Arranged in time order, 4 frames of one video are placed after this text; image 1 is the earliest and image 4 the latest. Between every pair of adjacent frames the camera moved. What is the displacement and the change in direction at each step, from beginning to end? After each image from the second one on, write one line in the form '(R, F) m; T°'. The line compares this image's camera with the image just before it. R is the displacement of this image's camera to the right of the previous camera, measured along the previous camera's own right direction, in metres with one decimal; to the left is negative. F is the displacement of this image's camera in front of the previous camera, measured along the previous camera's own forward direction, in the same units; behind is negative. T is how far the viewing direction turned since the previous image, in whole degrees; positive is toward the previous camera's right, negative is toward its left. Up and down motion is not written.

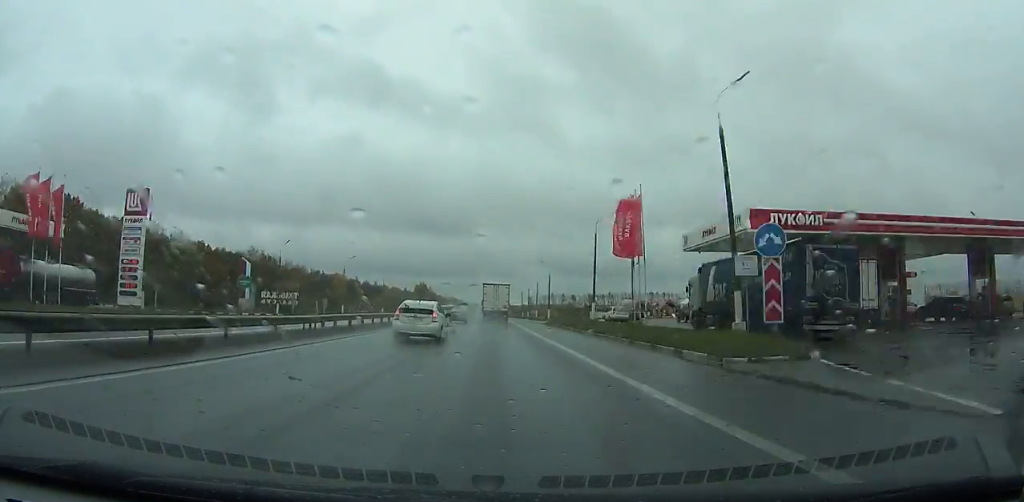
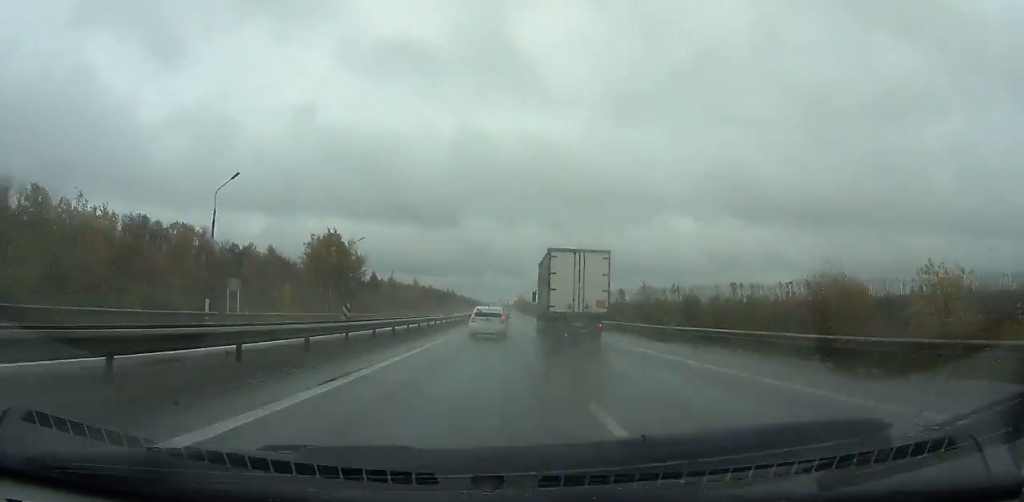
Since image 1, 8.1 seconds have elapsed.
(-3.1, +220.5) m; -1°
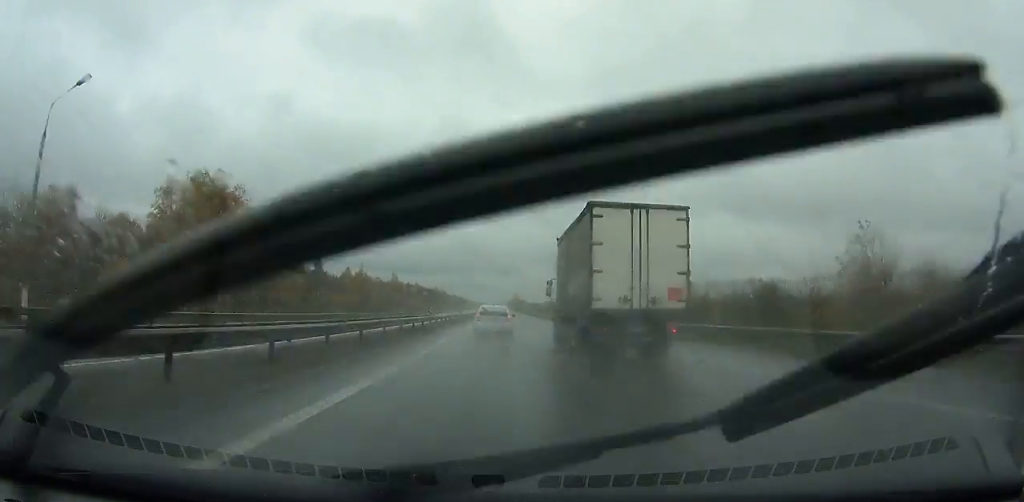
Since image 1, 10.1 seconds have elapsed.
(+0.3, +55.3) m; 0°
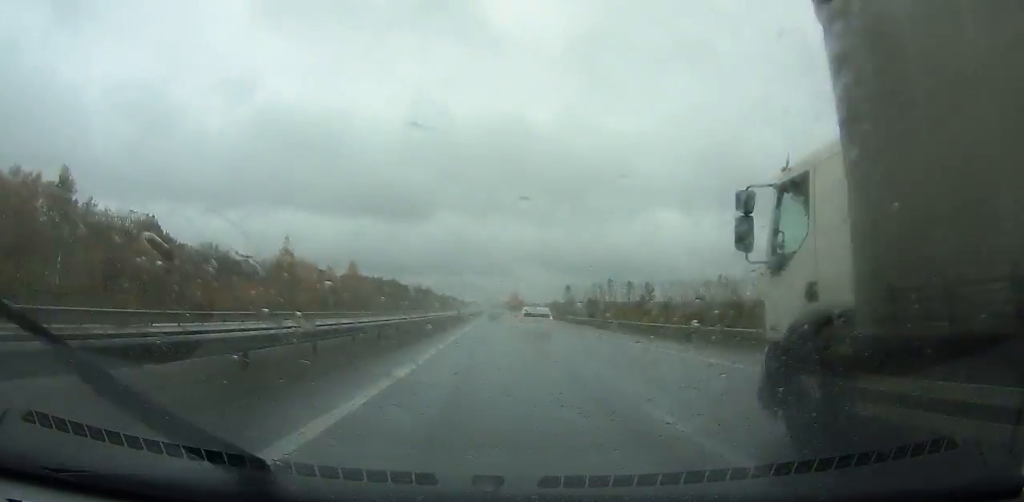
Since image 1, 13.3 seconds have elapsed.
(+0.4, +89.4) m; 0°
